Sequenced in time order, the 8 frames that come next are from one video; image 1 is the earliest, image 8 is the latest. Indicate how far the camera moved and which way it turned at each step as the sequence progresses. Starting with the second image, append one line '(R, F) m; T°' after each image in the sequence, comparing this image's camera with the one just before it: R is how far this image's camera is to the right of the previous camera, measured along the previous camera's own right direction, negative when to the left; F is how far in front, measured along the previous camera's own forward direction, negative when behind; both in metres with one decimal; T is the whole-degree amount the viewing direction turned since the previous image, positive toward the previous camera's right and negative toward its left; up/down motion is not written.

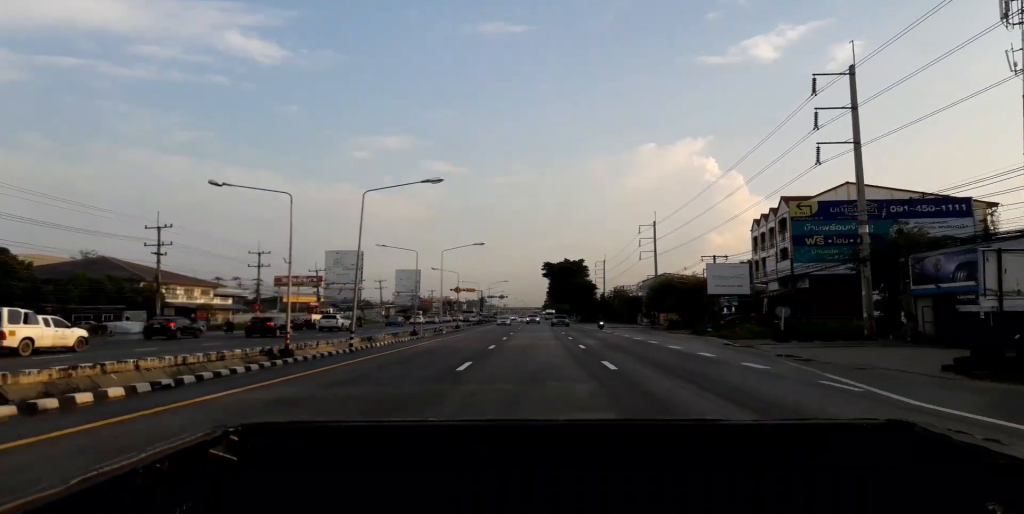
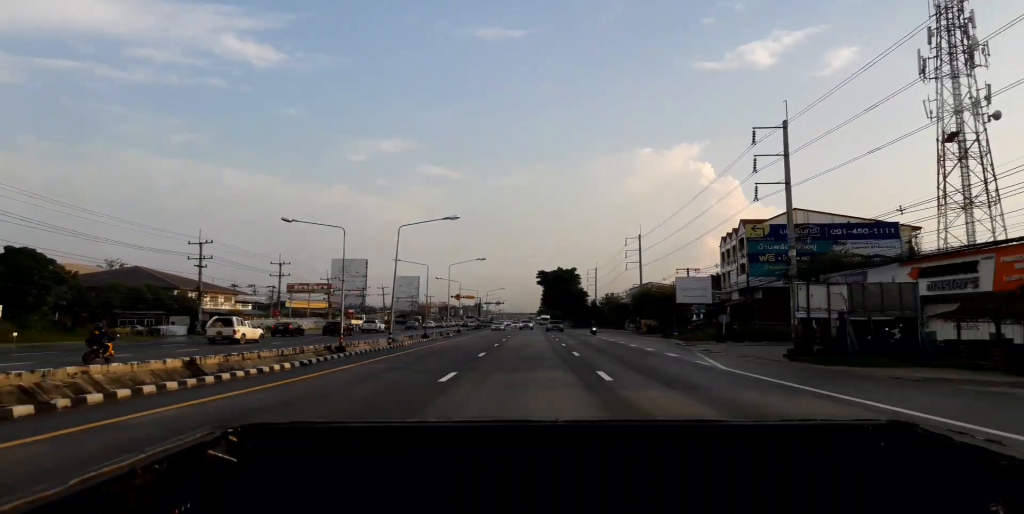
(+0.1, +11.1) m; +1°
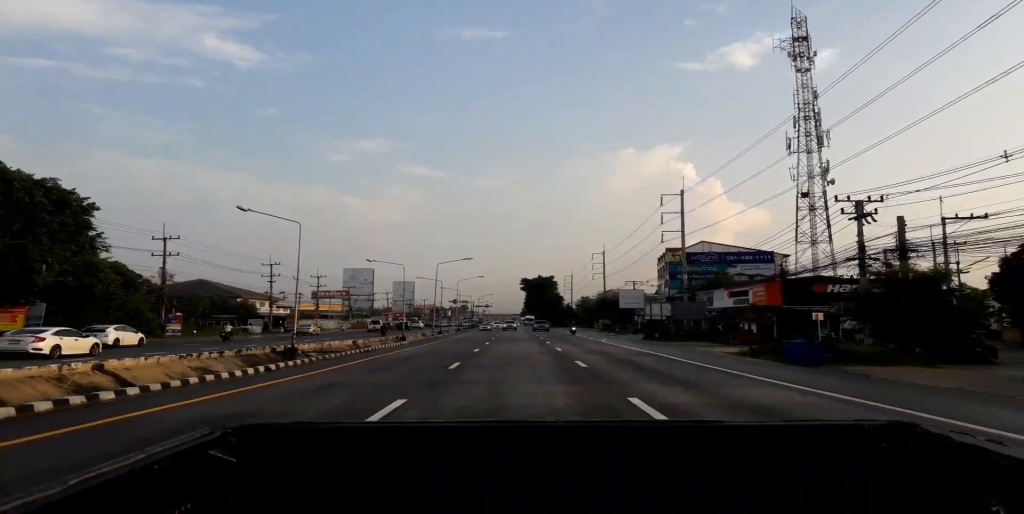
(0.0, +29.6) m; 0°
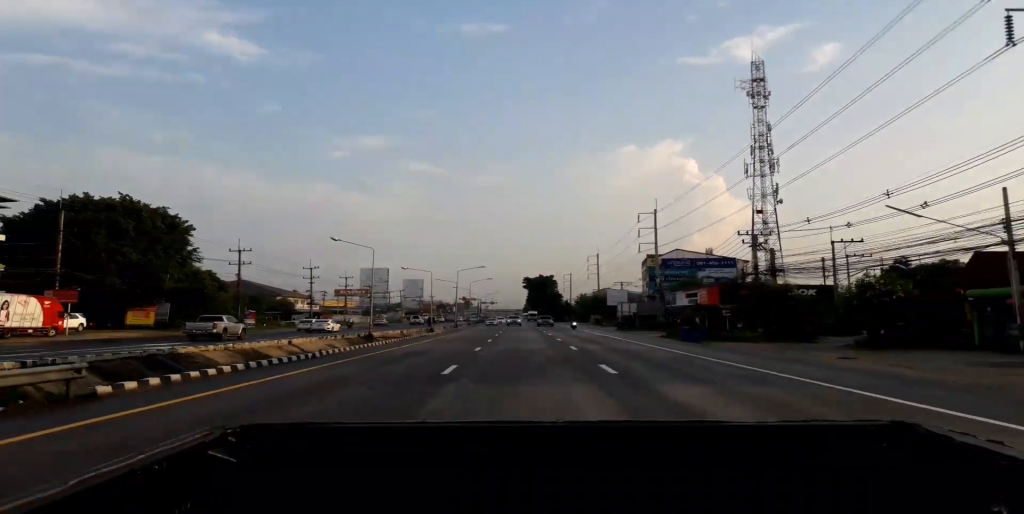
(-0.1, +19.2) m; -2°
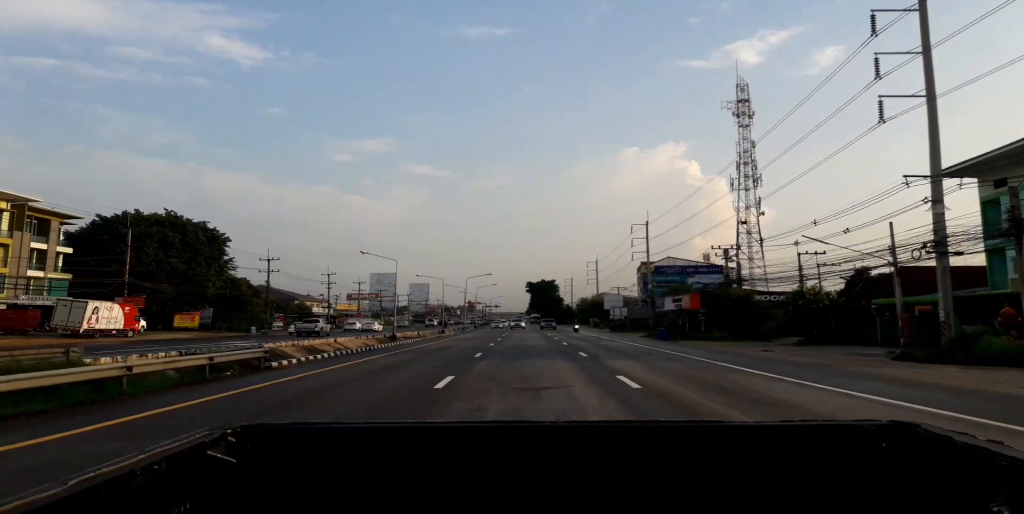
(-0.3, +9.6) m; 0°
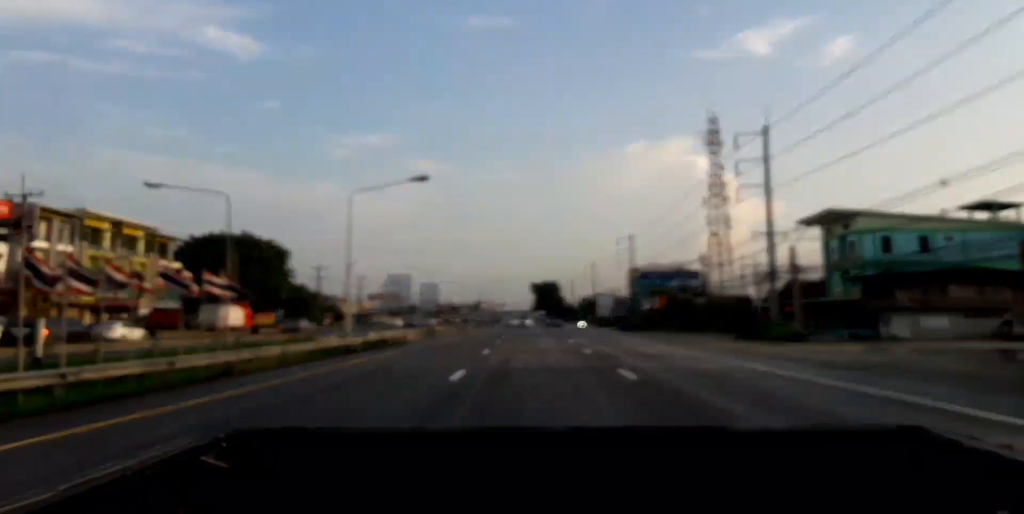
(+0.4, +25.5) m; +1°
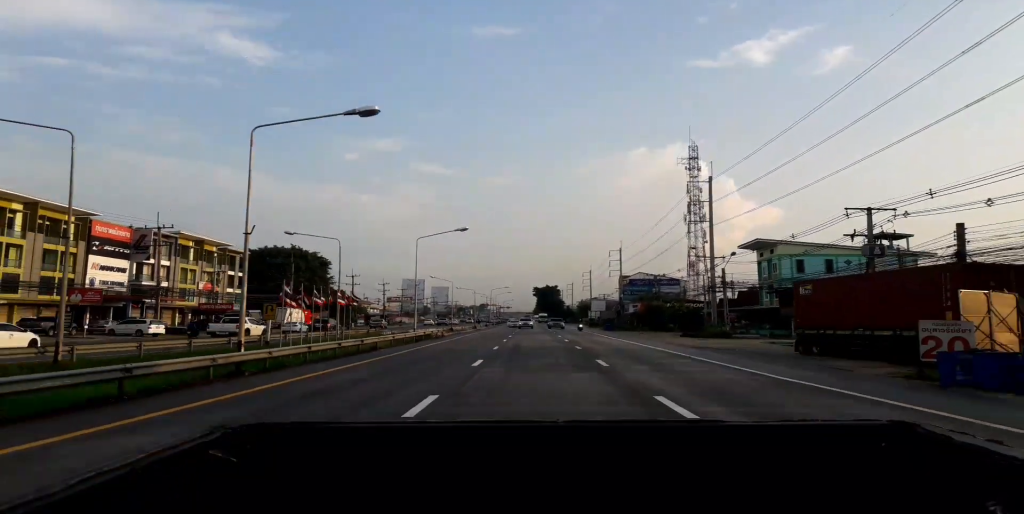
(0.0, +18.0) m; -1°
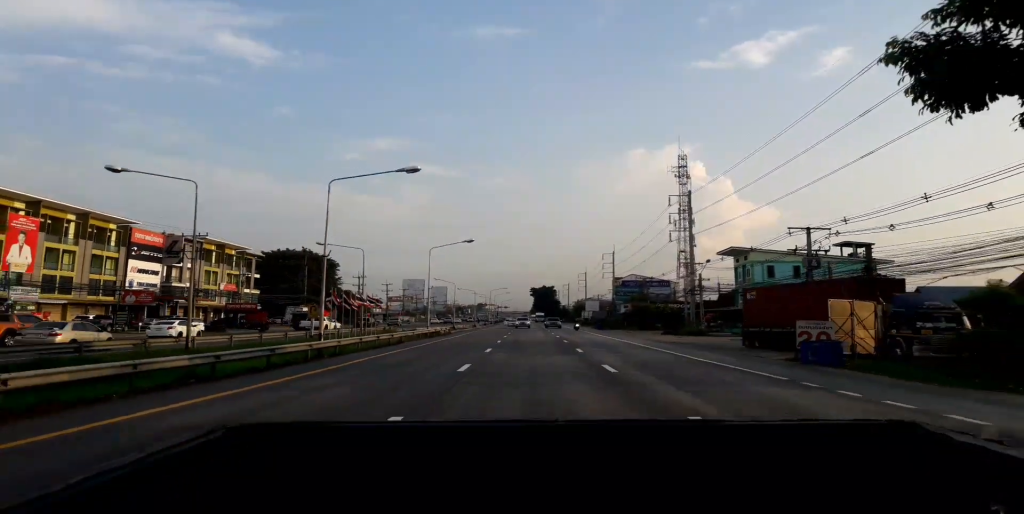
(-0.2, +8.8) m; -1°
